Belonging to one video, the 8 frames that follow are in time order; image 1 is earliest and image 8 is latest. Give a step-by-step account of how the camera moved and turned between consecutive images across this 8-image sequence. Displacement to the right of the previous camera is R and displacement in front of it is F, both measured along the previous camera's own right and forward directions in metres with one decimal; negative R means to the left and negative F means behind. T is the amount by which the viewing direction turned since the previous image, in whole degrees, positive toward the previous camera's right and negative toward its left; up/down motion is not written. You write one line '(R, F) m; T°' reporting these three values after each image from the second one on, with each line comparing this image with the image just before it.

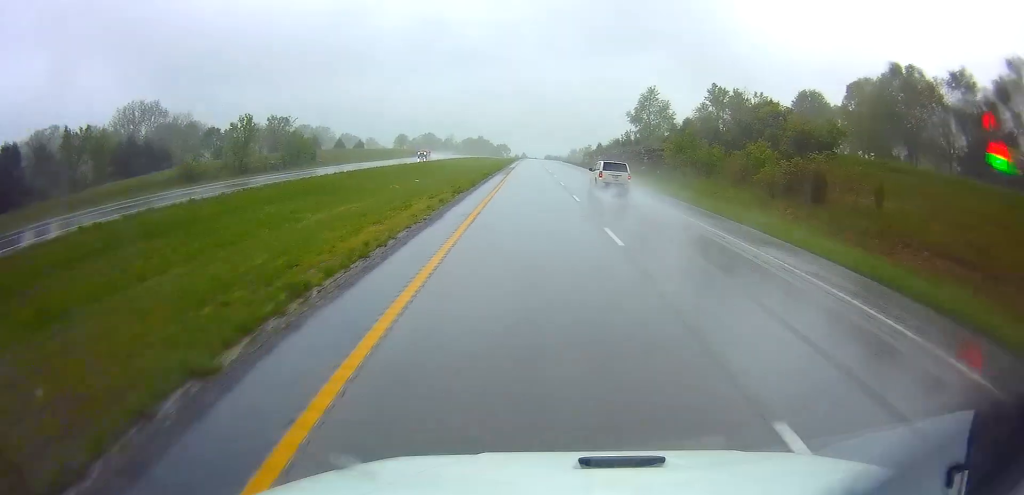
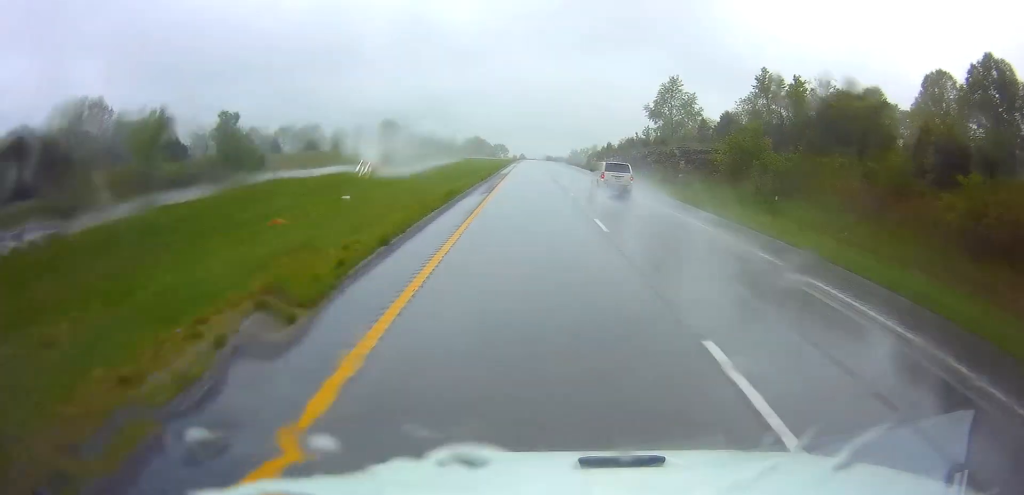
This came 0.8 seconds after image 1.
(+0.3, +22.2) m; 0°
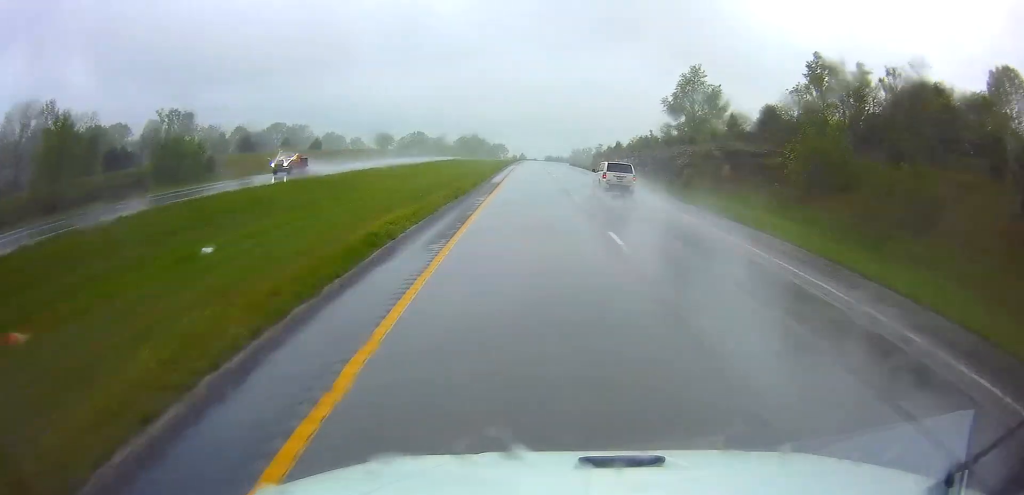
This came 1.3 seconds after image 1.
(-0.1, +15.1) m; 0°
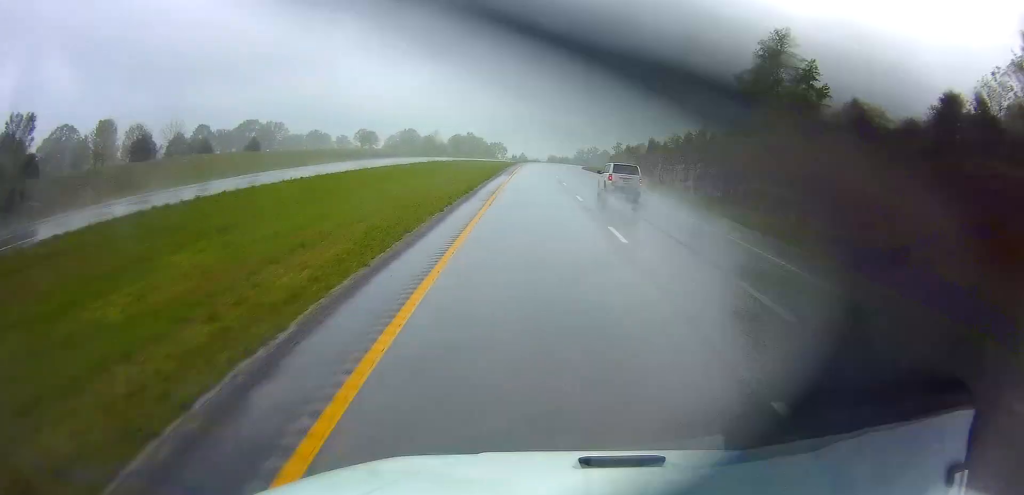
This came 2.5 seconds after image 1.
(+0.1, +35.1) m; 0°
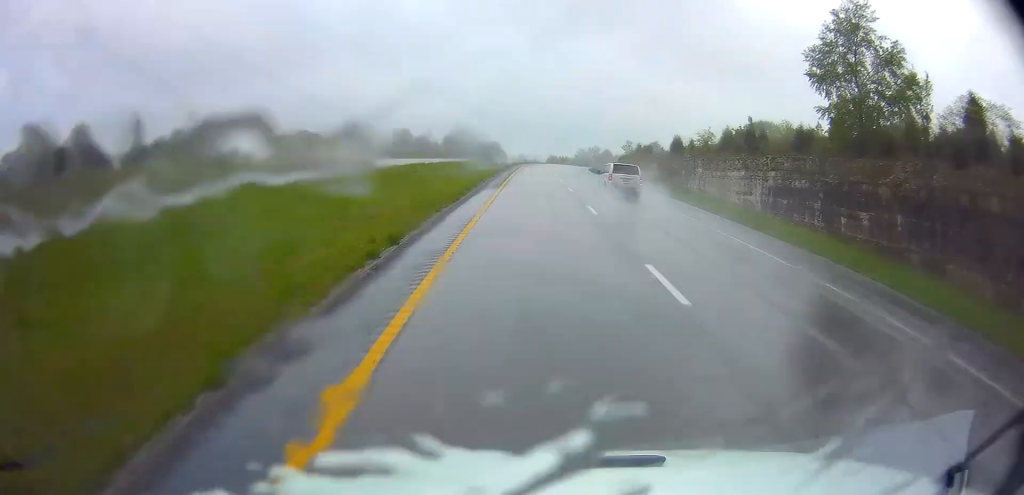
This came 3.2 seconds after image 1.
(-0.1, +17.9) m; 0°
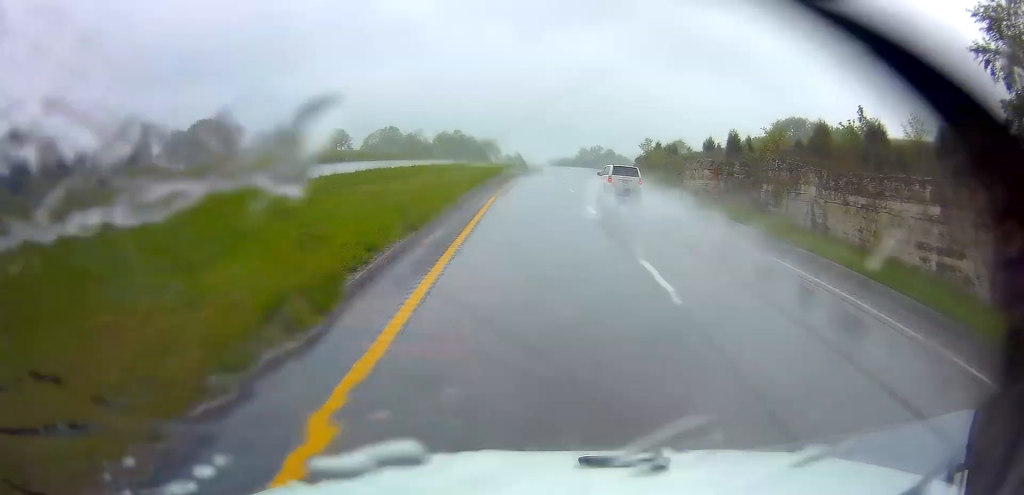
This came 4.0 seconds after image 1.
(0.0, +23.5) m; 0°
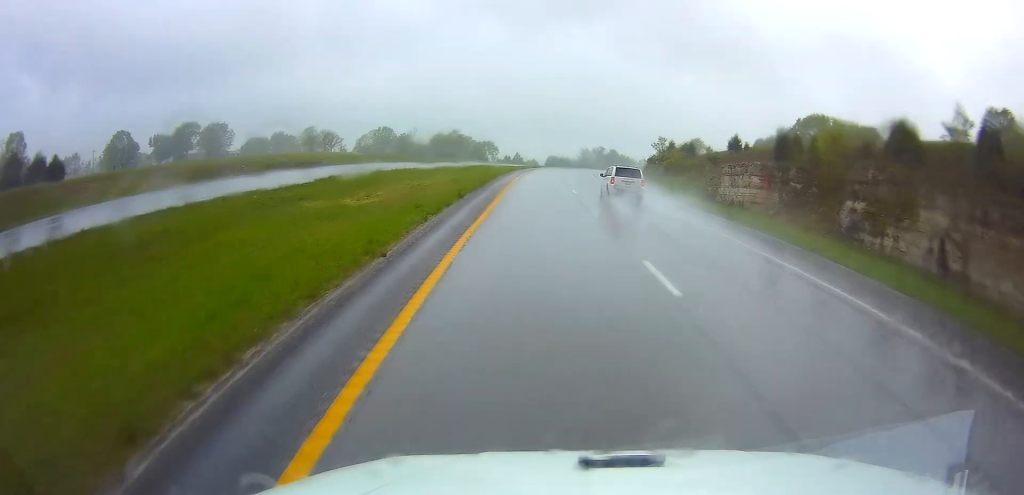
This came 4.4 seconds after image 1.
(+0.1, +12.2) m; 0°
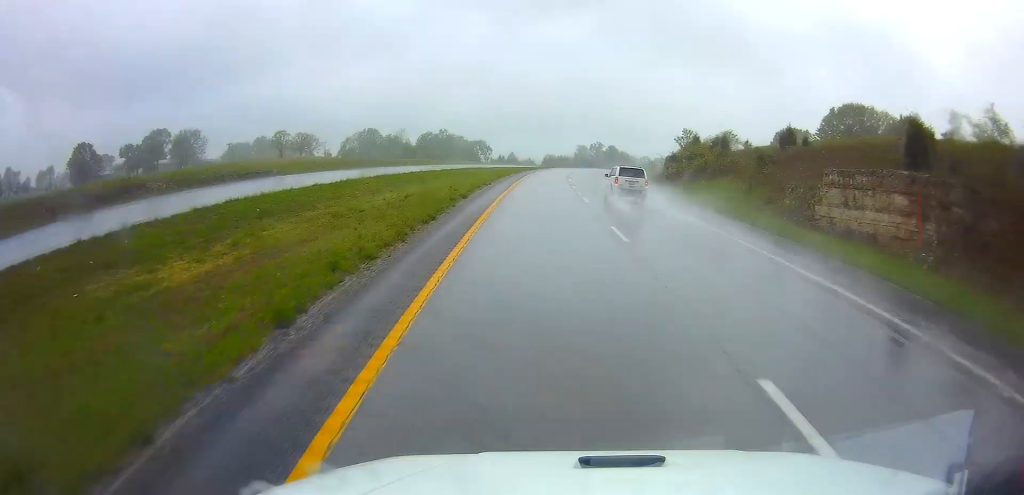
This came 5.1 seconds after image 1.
(+0.1, +18.7) m; +1°
